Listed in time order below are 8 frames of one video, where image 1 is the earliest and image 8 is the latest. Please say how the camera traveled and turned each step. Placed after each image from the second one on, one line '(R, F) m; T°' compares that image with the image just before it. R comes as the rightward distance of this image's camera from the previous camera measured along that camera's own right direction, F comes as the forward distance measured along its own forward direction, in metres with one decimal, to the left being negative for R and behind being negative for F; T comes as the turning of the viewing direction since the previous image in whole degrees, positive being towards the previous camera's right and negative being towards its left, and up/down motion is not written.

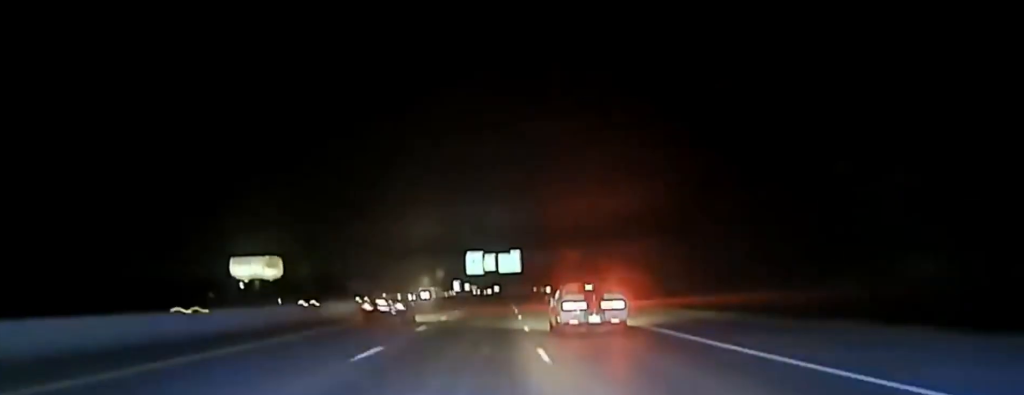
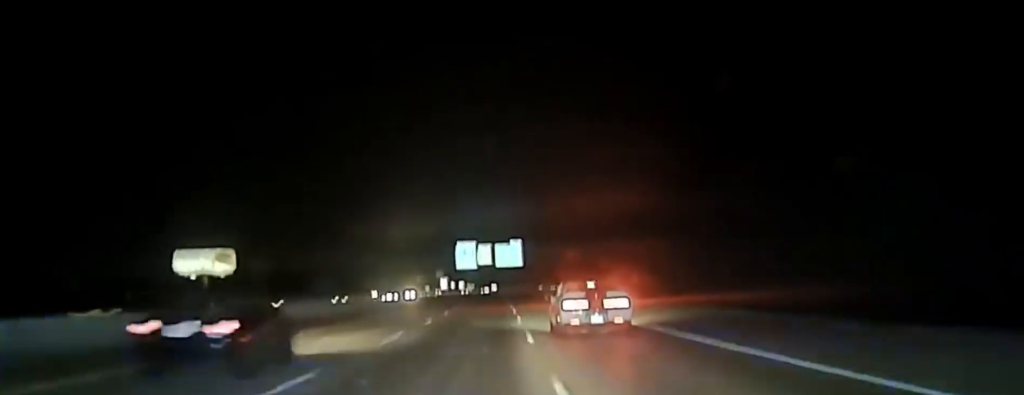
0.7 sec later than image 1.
(0.0, +42.6) m; 0°
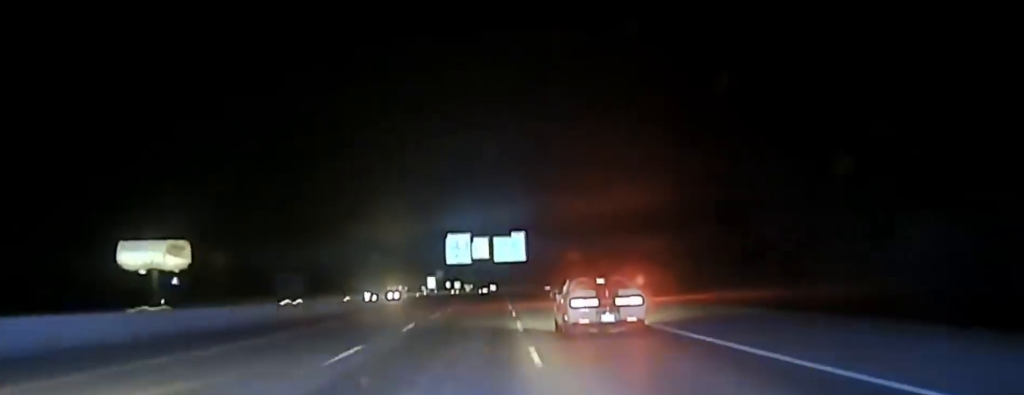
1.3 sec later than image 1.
(0.0, +30.9) m; 0°
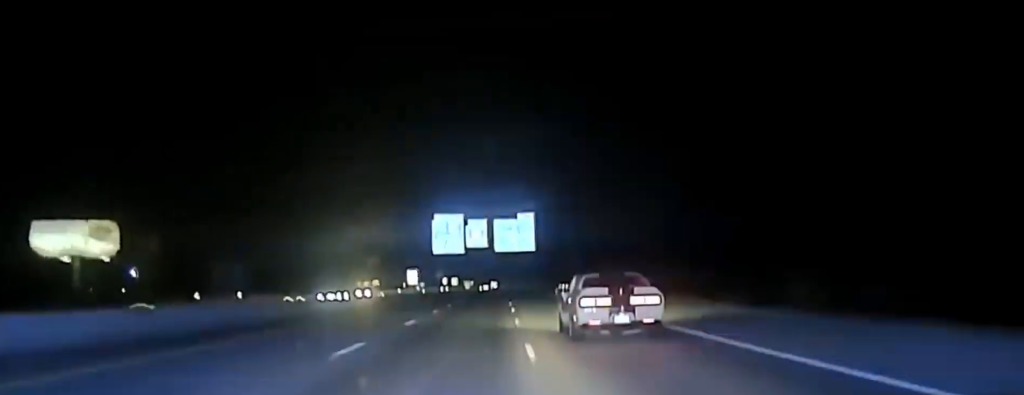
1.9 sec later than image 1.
(-0.1, +36.4) m; 0°
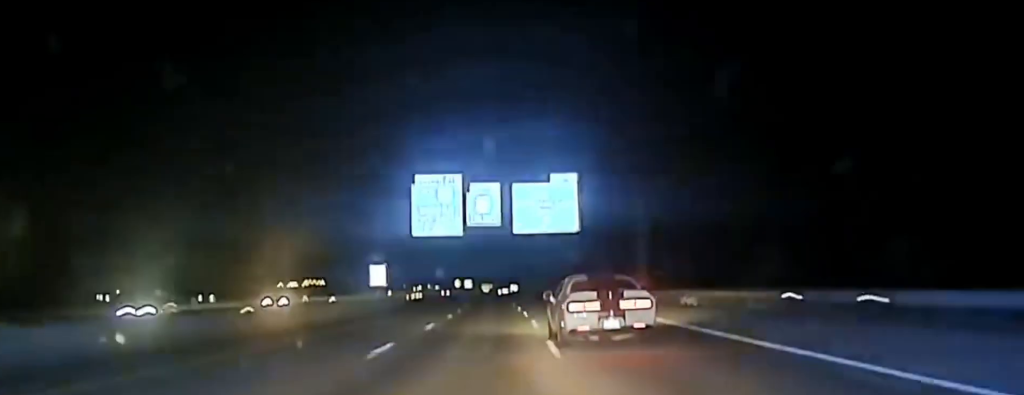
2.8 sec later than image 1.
(-0.1, +48.4) m; -1°
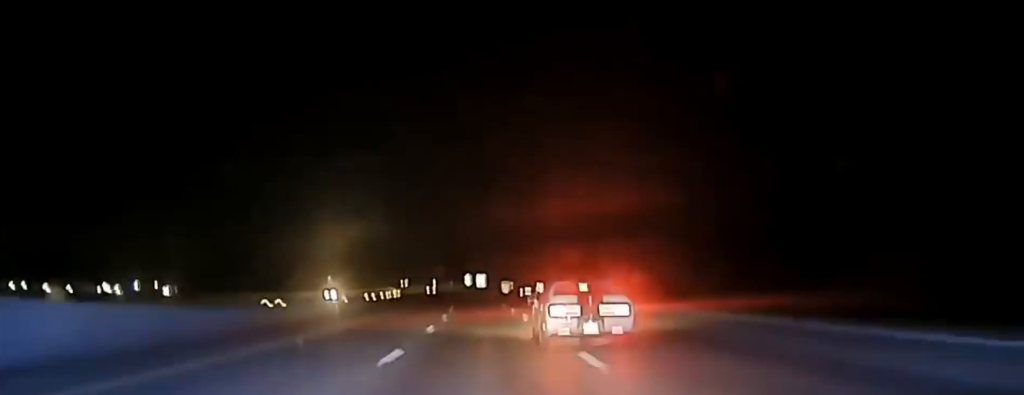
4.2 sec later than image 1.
(-1.1, +74.8) m; -2°
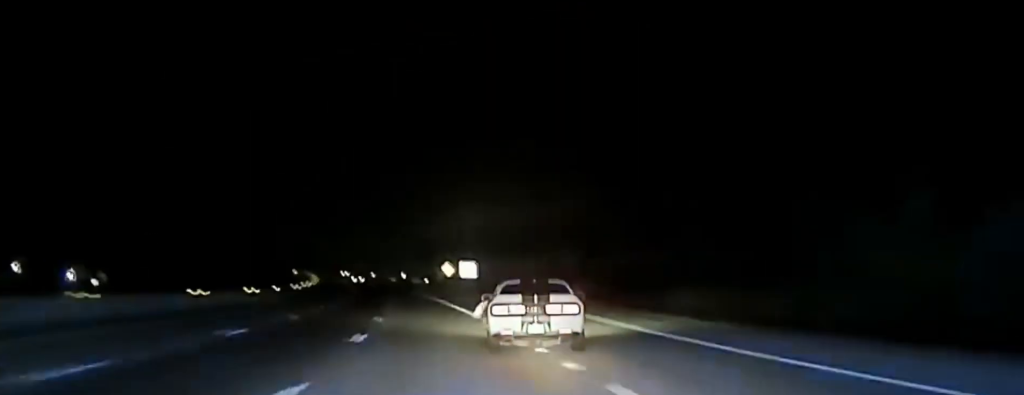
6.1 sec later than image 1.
(-0.5, +103.7) m; 0°
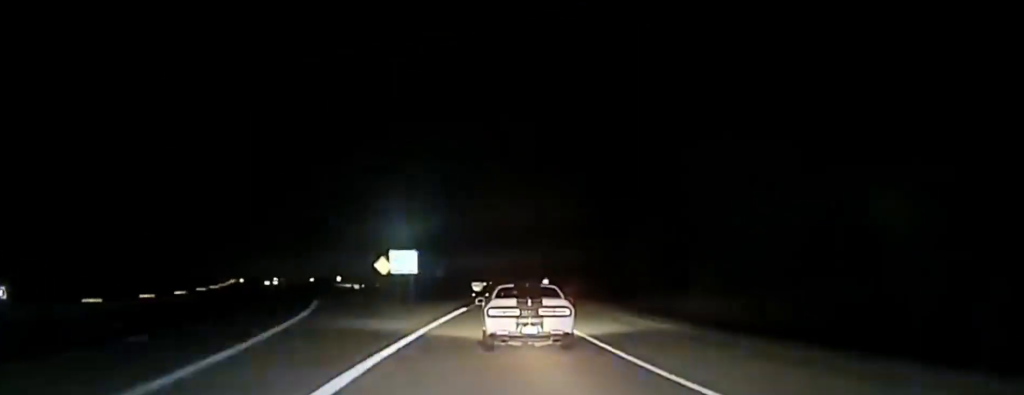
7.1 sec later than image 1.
(+0.5, +47.6) m; +1°
